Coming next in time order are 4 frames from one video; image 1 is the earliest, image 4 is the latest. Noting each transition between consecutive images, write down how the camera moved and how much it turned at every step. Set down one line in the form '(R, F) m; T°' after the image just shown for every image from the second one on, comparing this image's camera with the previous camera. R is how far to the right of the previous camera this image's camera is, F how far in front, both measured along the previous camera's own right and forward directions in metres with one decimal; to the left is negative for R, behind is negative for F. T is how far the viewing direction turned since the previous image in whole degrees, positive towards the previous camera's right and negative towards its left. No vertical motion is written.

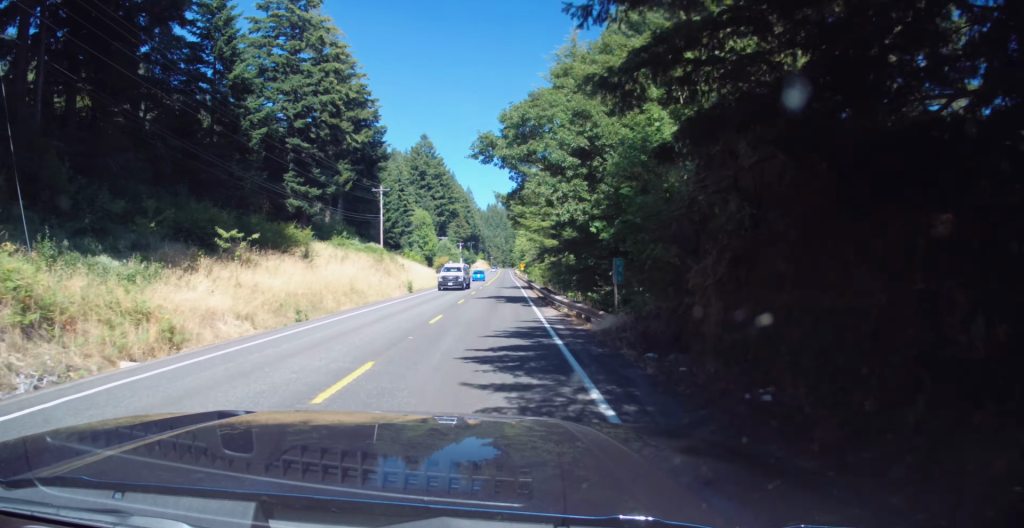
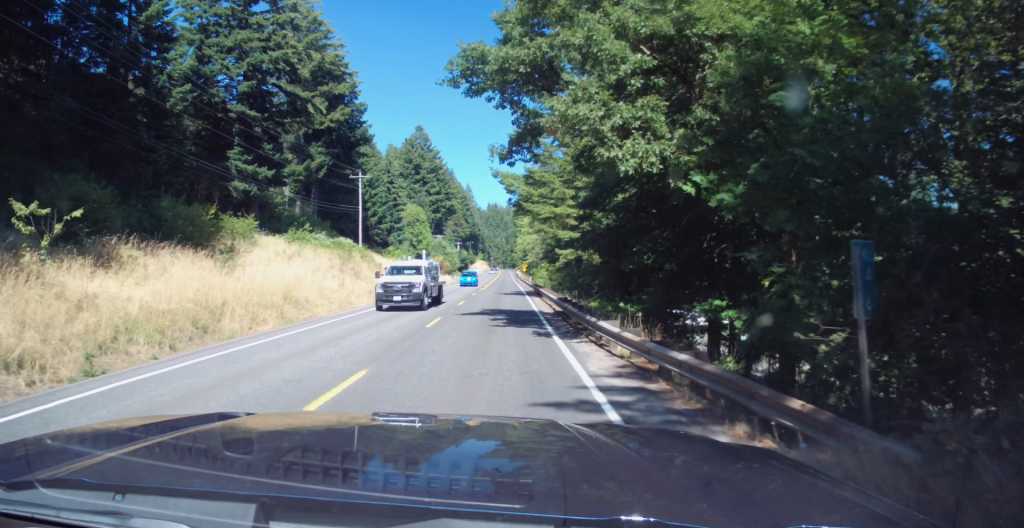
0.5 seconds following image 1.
(0.0, +12.6) m; 0°
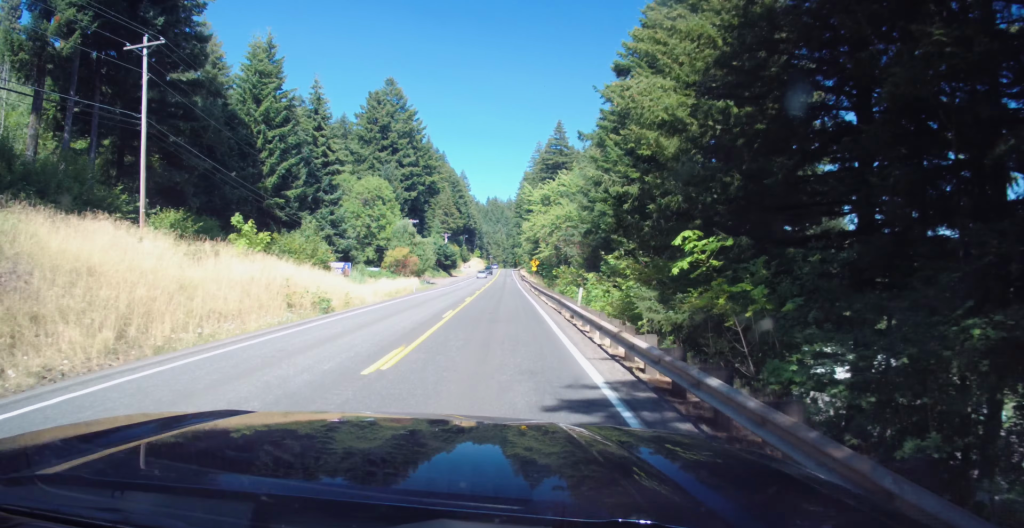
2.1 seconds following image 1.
(+0.2, +44.5) m; +1°
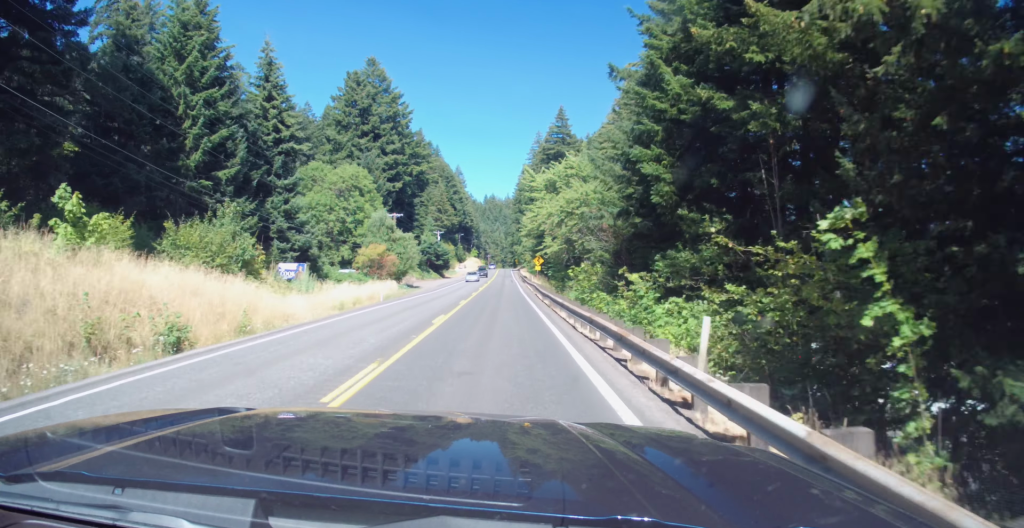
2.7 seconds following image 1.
(+0.1, +14.4) m; 0°
